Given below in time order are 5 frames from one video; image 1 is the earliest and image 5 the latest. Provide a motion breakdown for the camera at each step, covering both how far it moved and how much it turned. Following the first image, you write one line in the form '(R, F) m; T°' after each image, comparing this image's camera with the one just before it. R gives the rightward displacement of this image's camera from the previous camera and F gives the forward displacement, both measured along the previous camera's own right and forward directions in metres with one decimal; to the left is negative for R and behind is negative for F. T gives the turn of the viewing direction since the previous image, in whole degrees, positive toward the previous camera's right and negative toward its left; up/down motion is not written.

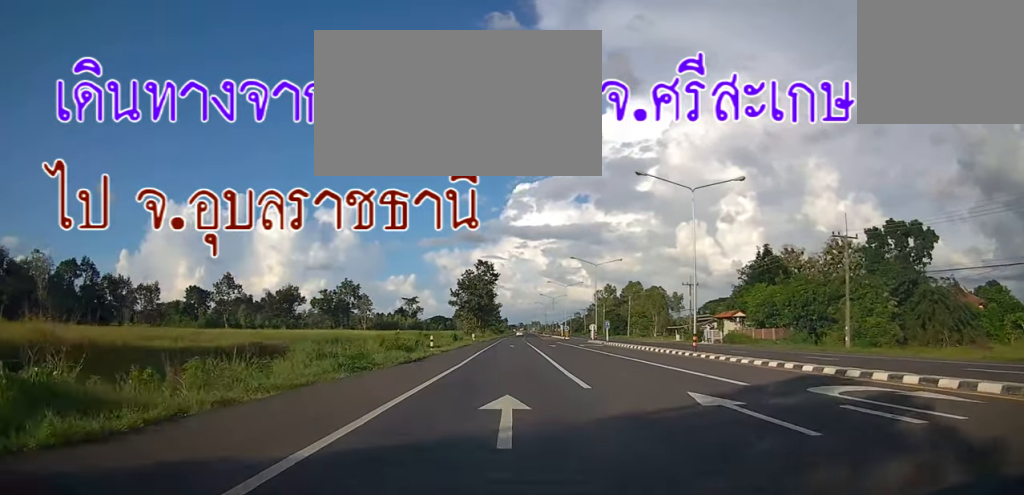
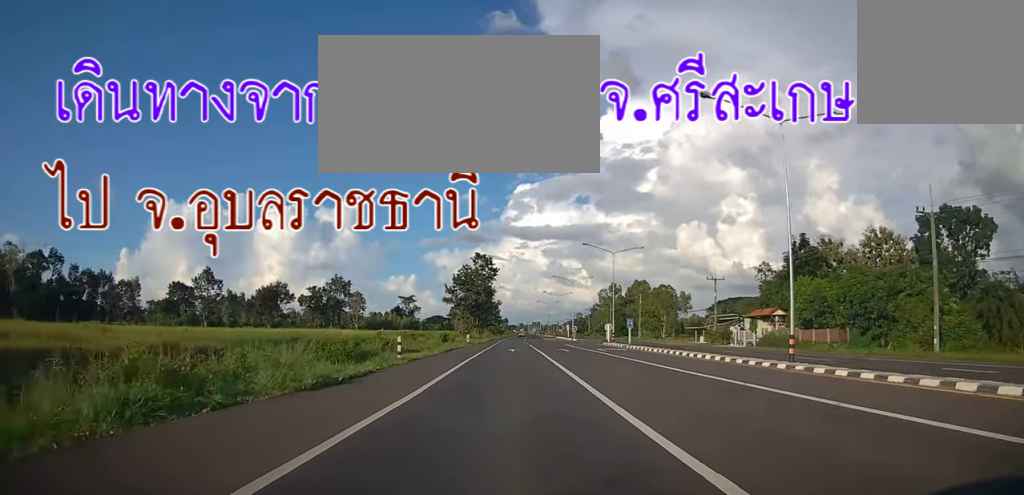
(-0.2, +10.4) m; 0°
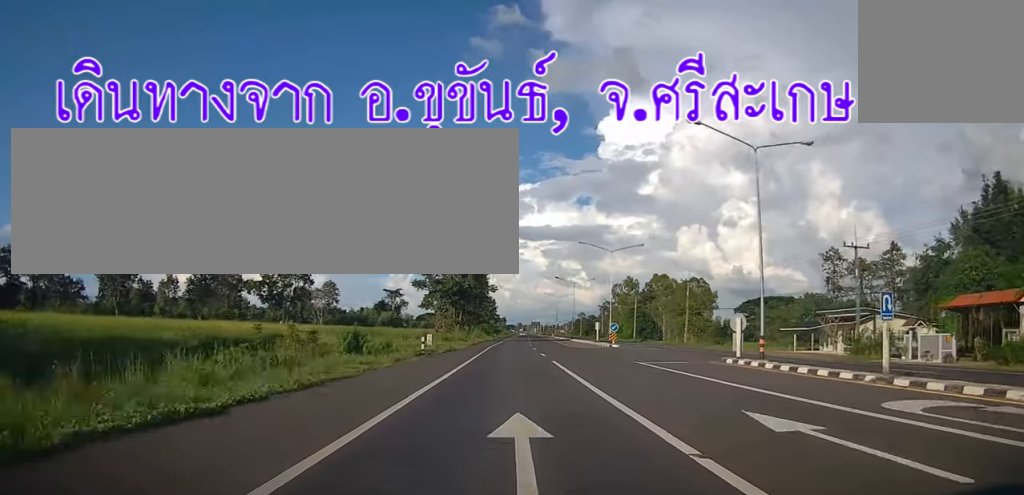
(+0.9, +32.3) m; +2°
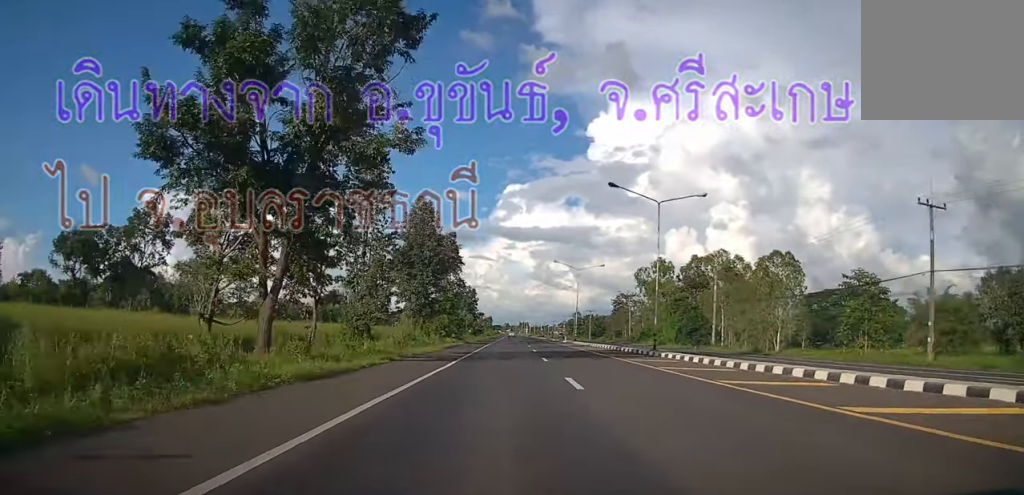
(+0.1, +55.2) m; 0°
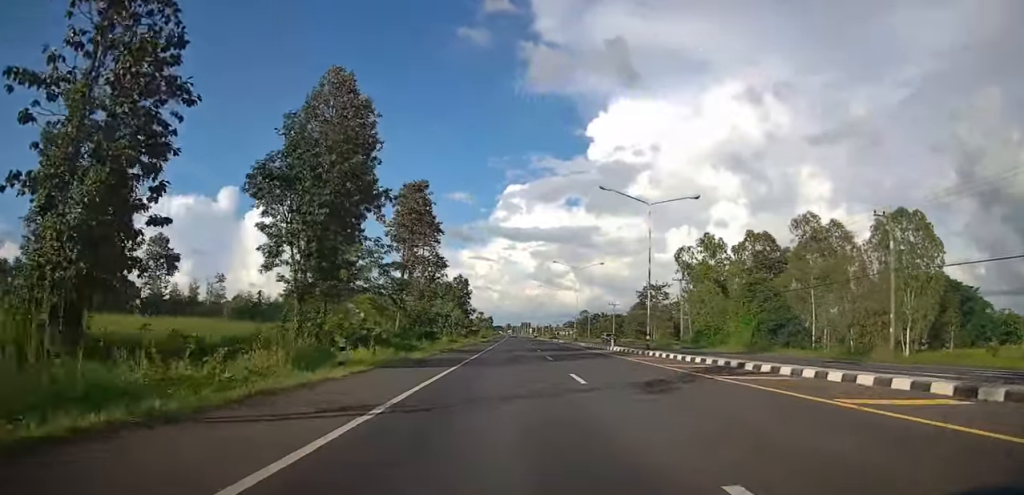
(0.0, +34.8) m; 0°
